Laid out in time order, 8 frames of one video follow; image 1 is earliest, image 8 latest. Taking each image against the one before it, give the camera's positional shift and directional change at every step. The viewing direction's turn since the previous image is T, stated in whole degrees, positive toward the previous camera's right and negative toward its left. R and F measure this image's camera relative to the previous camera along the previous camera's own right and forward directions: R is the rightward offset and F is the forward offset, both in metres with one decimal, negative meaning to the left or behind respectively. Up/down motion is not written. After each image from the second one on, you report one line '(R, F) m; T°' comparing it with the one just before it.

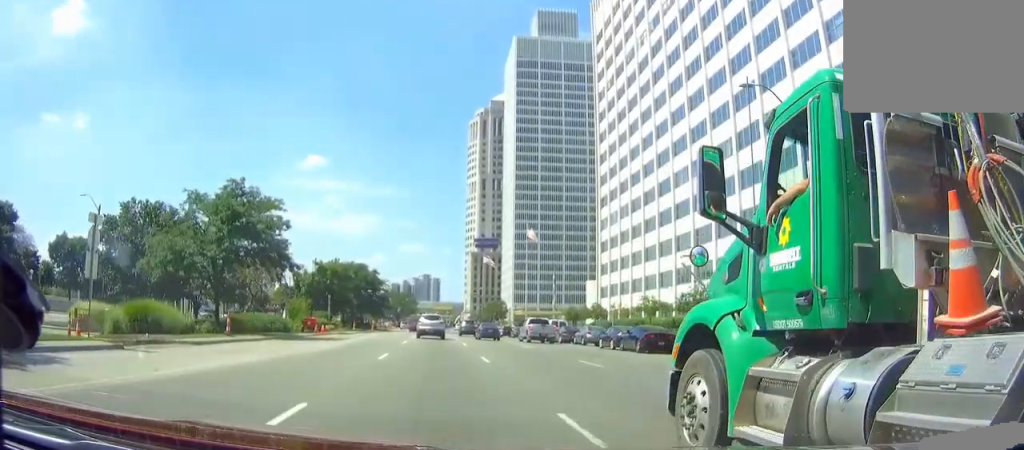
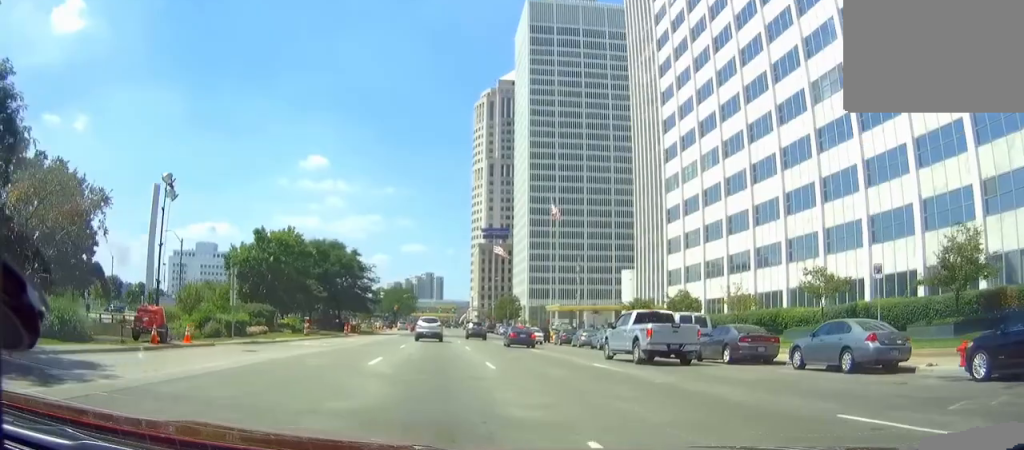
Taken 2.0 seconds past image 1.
(+0.1, +33.0) m; +1°
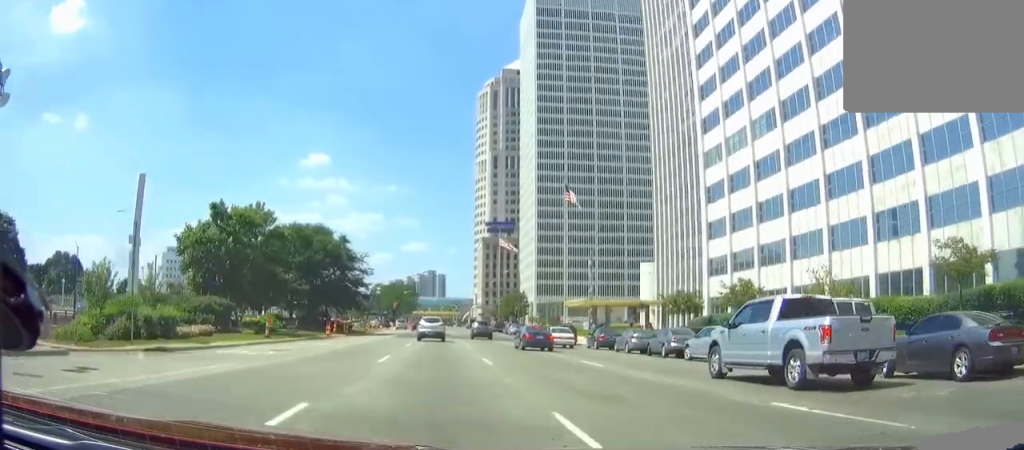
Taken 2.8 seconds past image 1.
(+0.1, +13.0) m; +1°
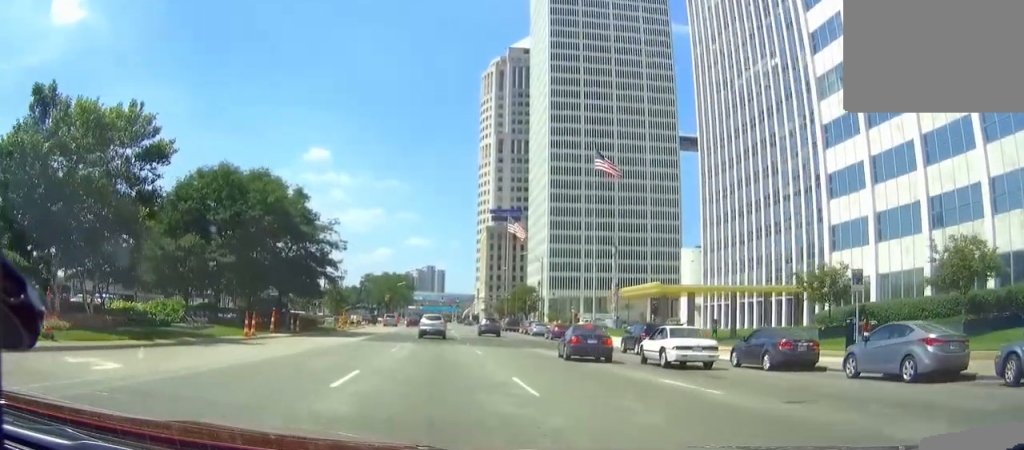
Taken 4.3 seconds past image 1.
(+0.4, +24.8) m; +1°
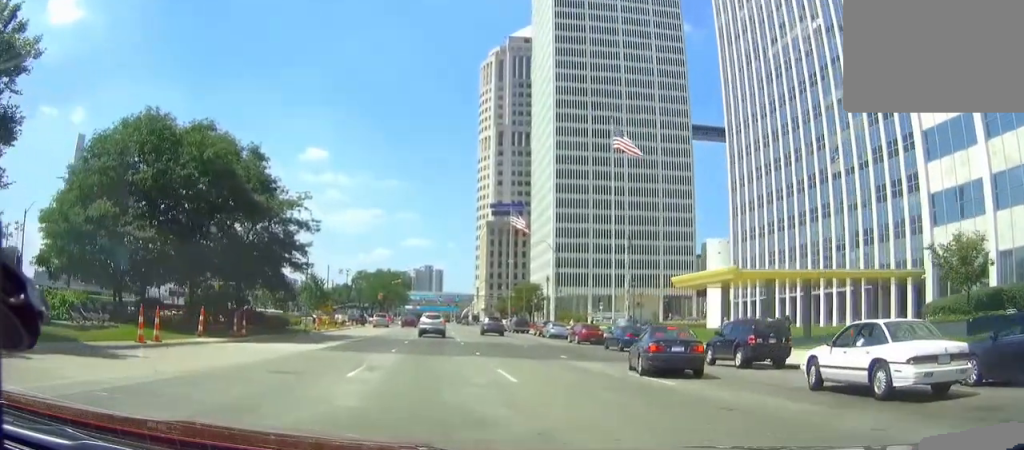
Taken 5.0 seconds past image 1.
(0.0, +12.5) m; 0°
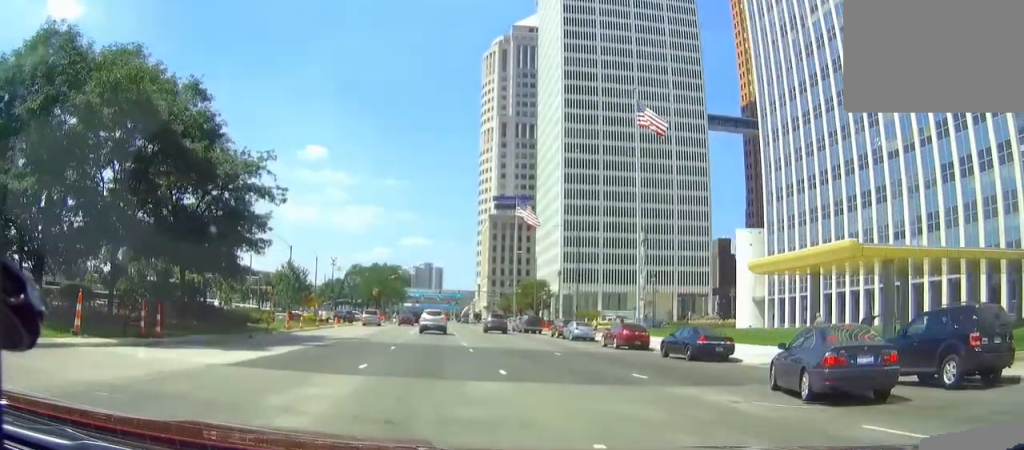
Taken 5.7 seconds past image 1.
(0.0, +10.9) m; 0°
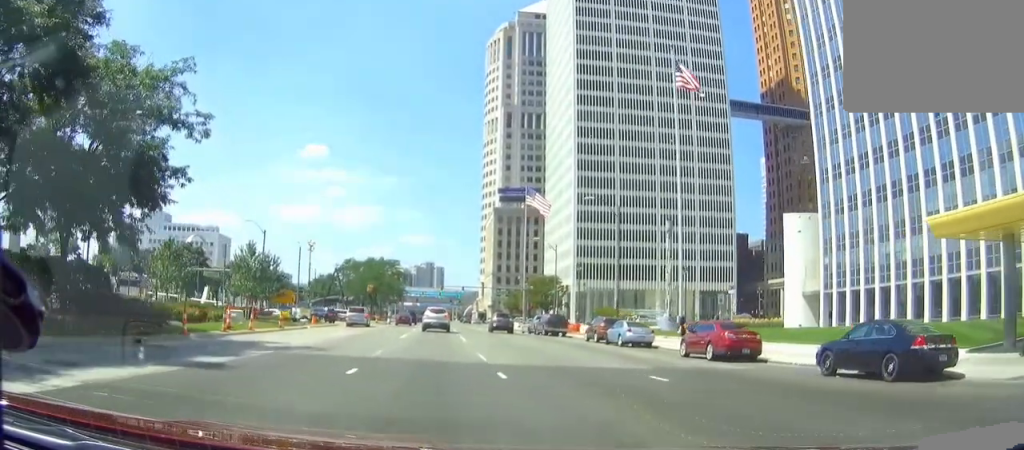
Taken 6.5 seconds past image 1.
(+0.1, +14.1) m; 0°
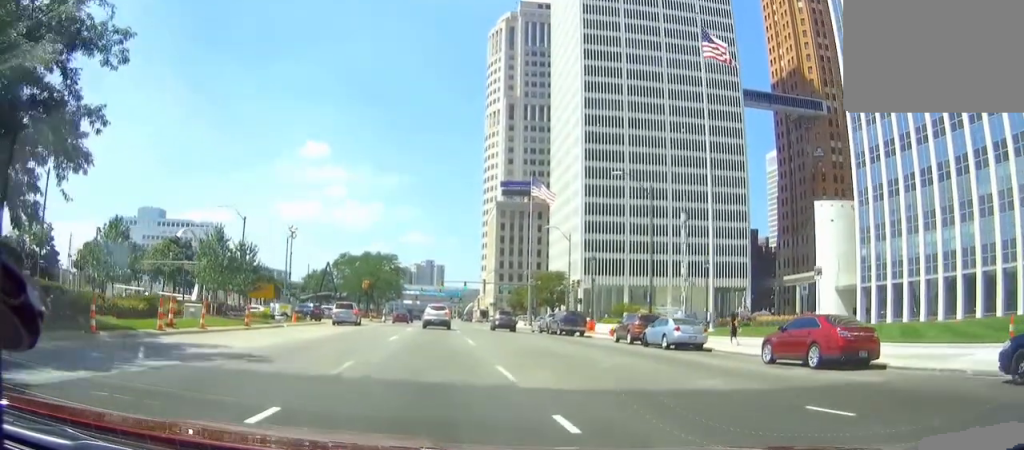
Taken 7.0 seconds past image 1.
(-0.1, +7.5) m; 0°
